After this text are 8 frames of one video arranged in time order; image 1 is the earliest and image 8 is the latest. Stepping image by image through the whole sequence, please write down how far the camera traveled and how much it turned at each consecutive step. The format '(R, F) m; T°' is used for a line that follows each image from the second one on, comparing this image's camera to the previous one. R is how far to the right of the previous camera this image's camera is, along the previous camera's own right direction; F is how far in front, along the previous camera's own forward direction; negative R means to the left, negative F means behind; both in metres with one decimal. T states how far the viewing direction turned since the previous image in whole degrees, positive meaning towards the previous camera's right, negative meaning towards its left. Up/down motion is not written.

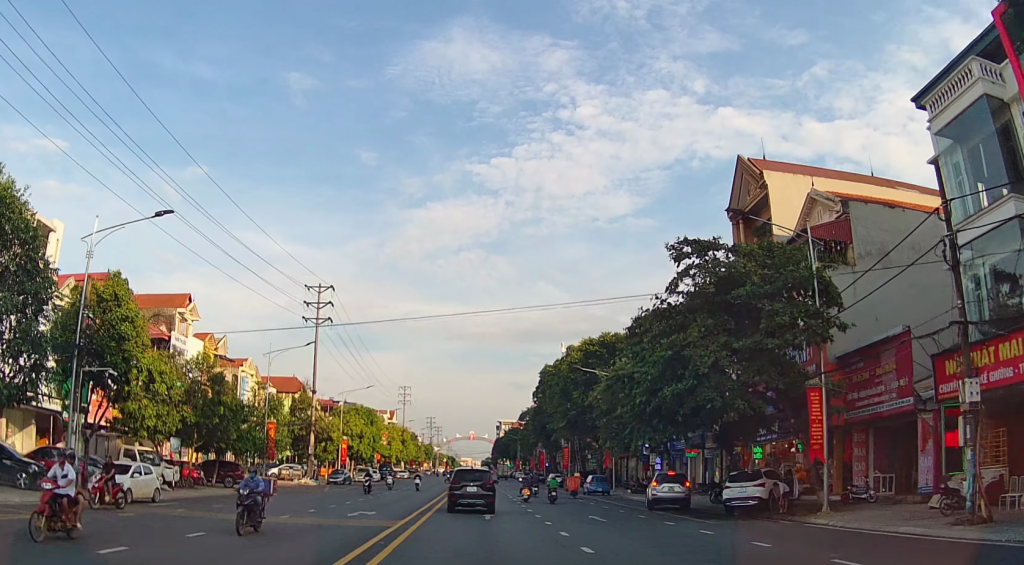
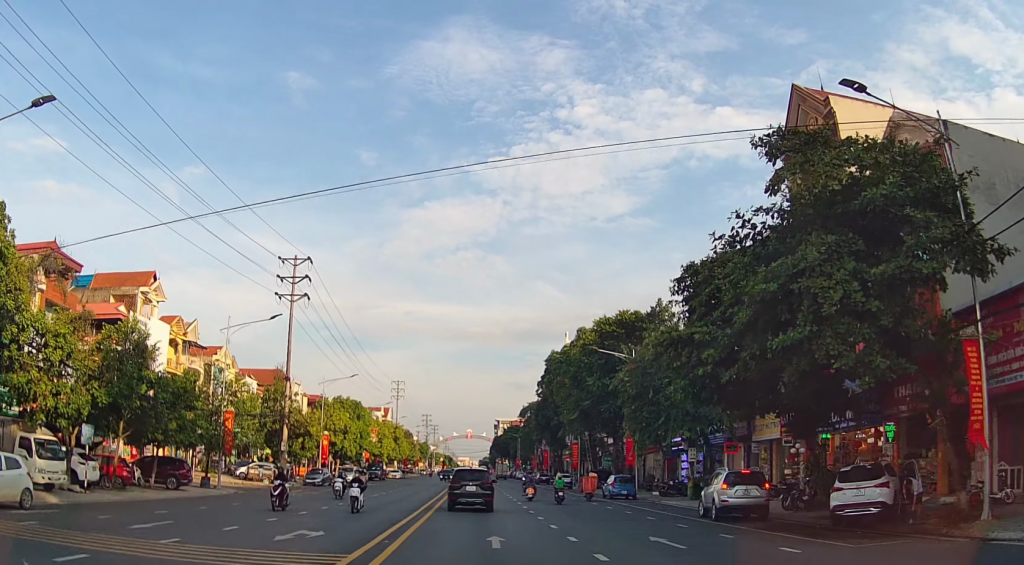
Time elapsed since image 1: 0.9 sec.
(0.0, +9.2) m; 0°
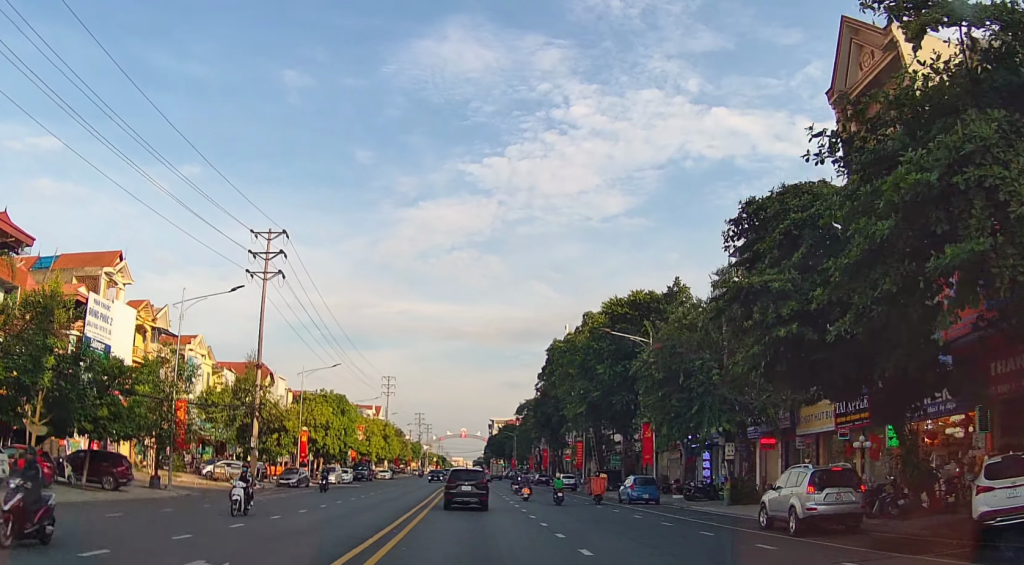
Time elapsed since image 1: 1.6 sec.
(-0.1, +7.1) m; 0°
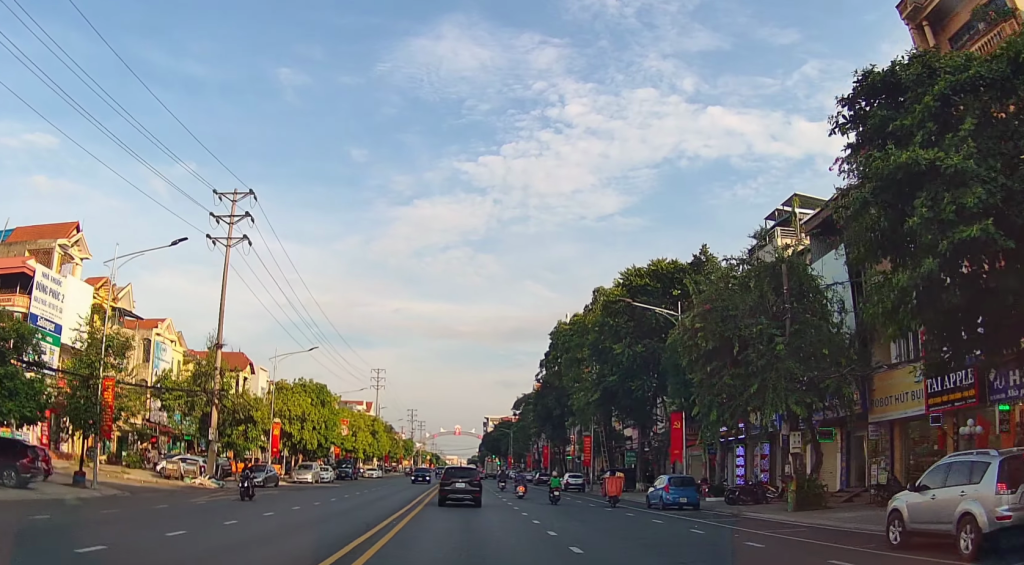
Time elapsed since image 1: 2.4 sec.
(+0.1, +7.7) m; 0°
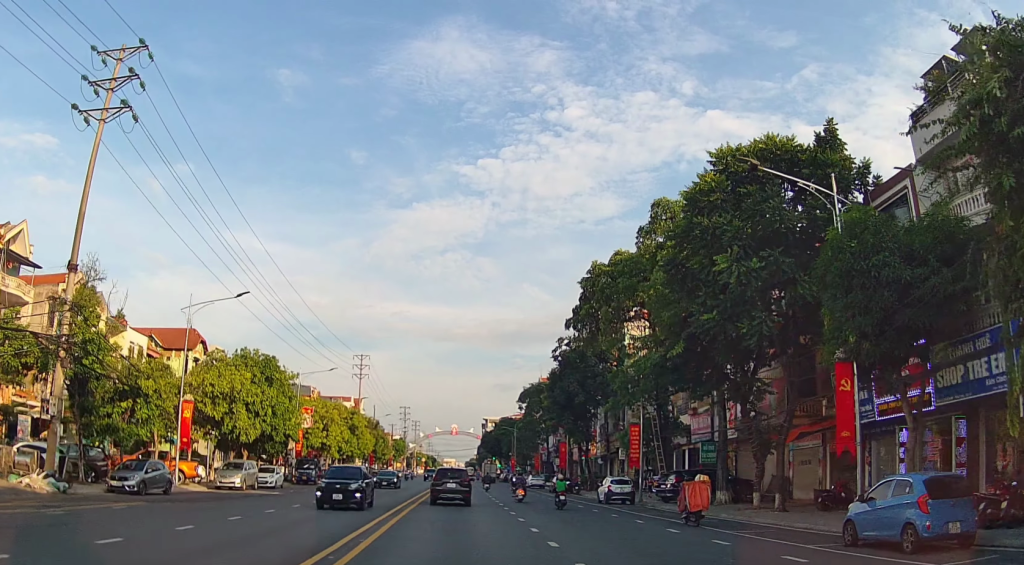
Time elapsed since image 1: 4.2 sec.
(-0.1, +18.4) m; -1°
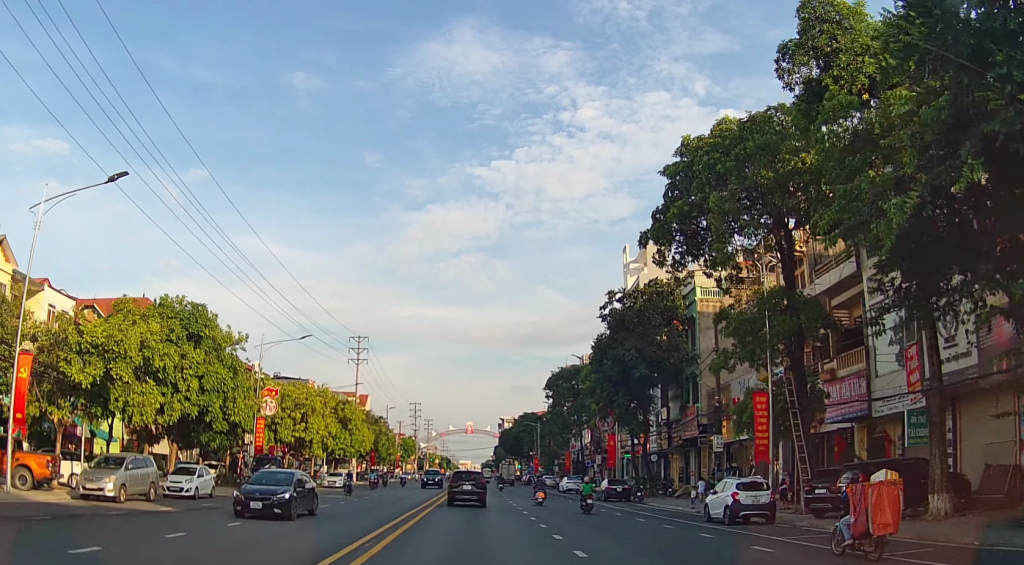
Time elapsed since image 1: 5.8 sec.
(0.0, +17.2) m; 0°
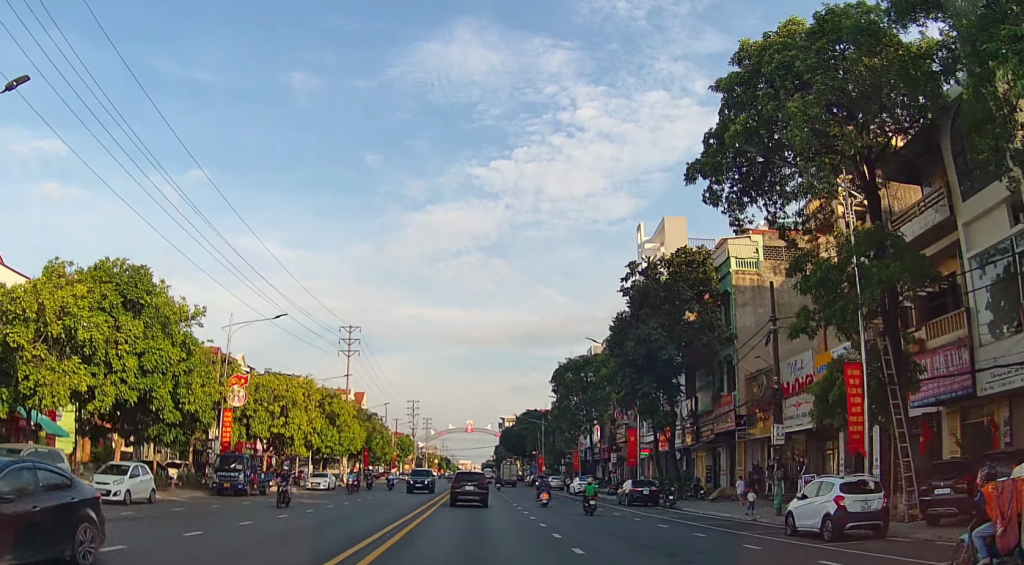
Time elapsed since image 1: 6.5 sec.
(+0.1, +7.3) m; 0°
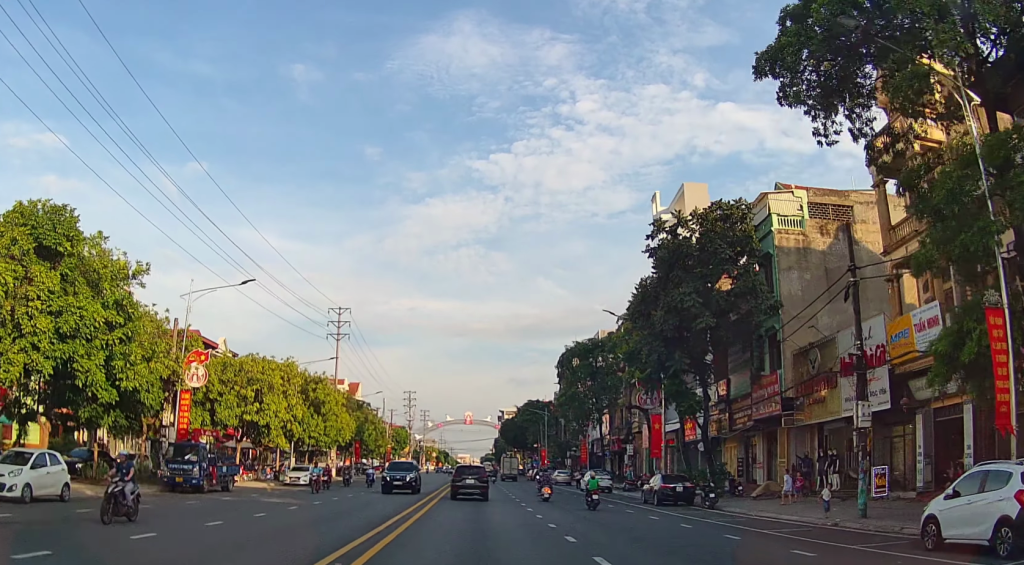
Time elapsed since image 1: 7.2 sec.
(-0.1, +6.6) m; 0°
